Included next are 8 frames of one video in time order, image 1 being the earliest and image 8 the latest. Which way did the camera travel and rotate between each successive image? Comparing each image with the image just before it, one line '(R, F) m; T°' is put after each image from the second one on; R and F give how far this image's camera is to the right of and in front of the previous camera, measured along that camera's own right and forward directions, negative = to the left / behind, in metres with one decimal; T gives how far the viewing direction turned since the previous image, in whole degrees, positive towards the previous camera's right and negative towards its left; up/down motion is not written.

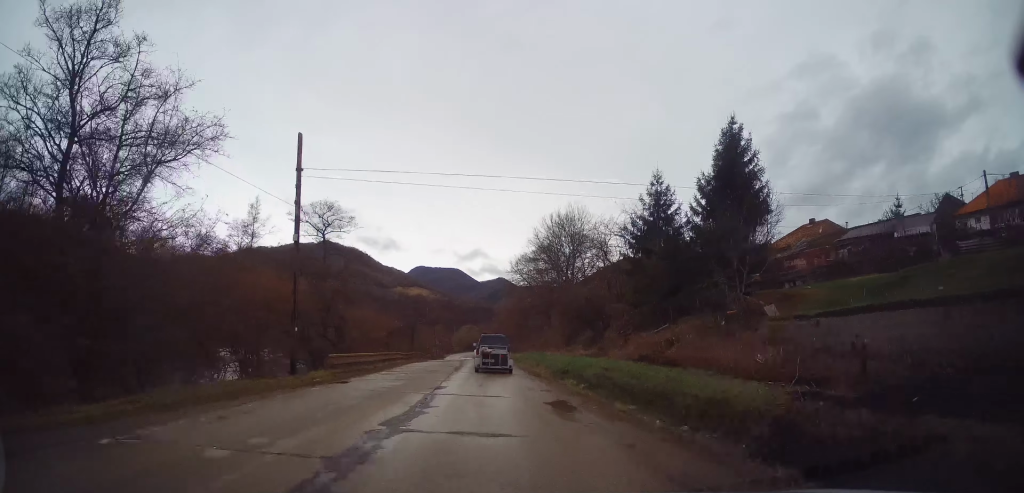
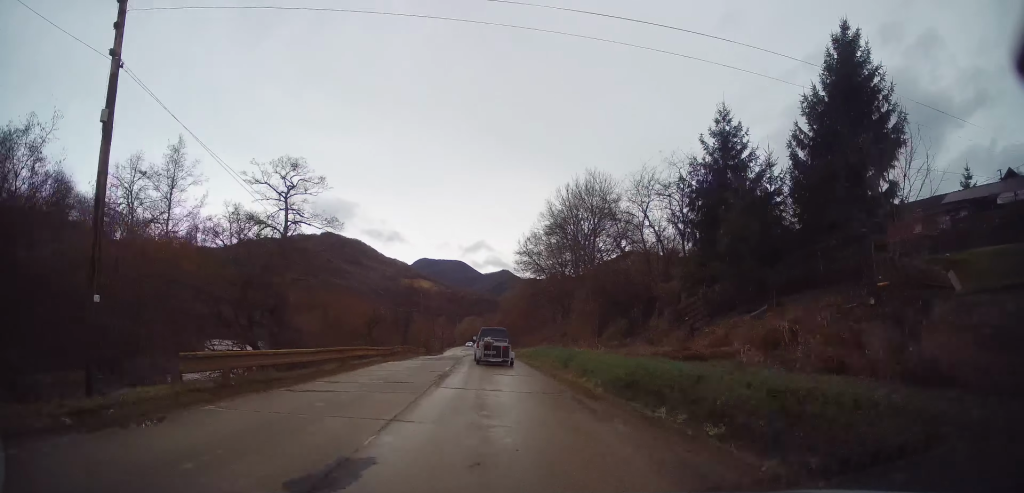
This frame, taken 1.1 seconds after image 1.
(-0.4, +10.7) m; -2°
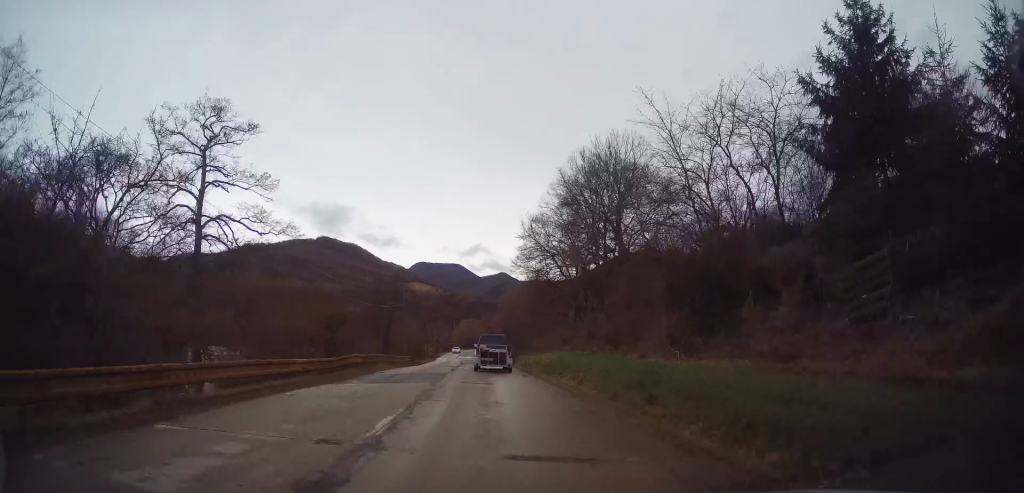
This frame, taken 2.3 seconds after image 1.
(0.0, +12.3) m; 0°
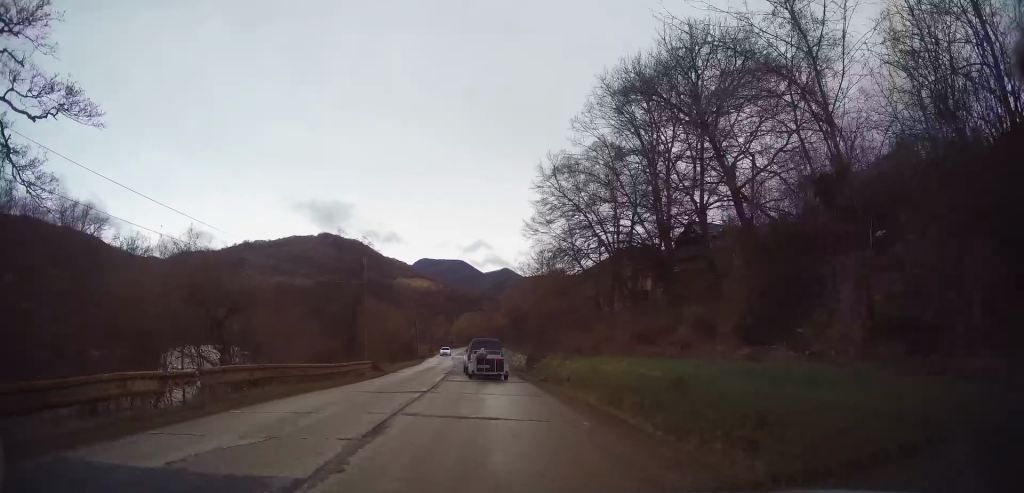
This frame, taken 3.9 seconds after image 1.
(-0.2, +16.8) m; -1°
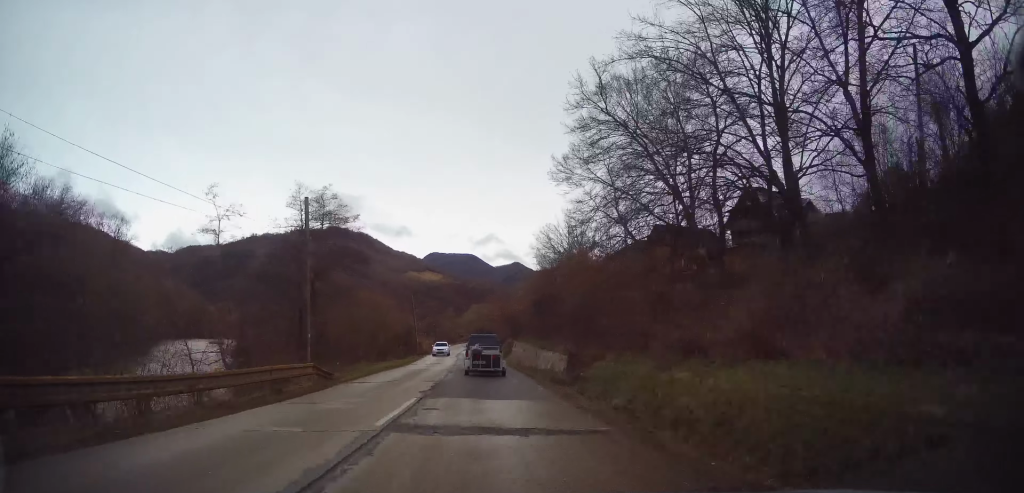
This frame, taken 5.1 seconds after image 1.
(+0.1, +12.8) m; +1°
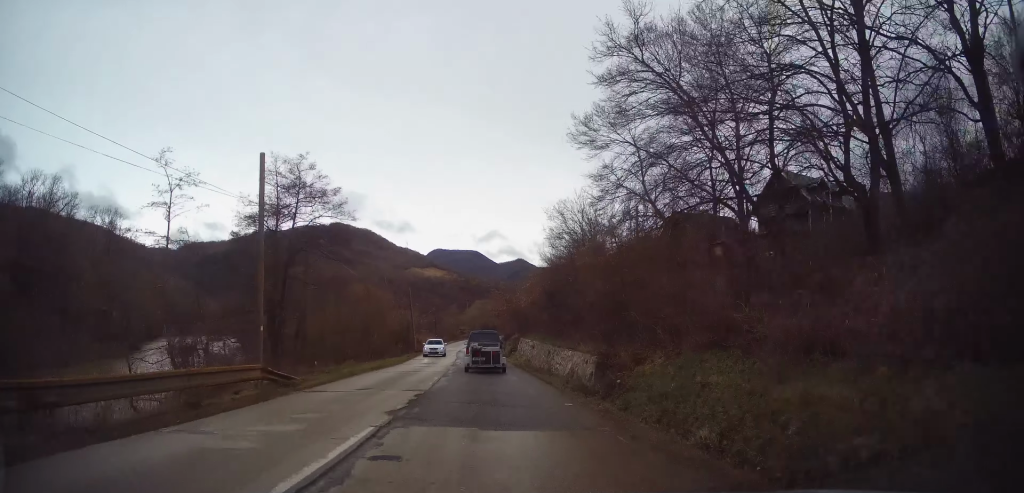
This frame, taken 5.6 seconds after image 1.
(0.0, +4.9) m; 0°
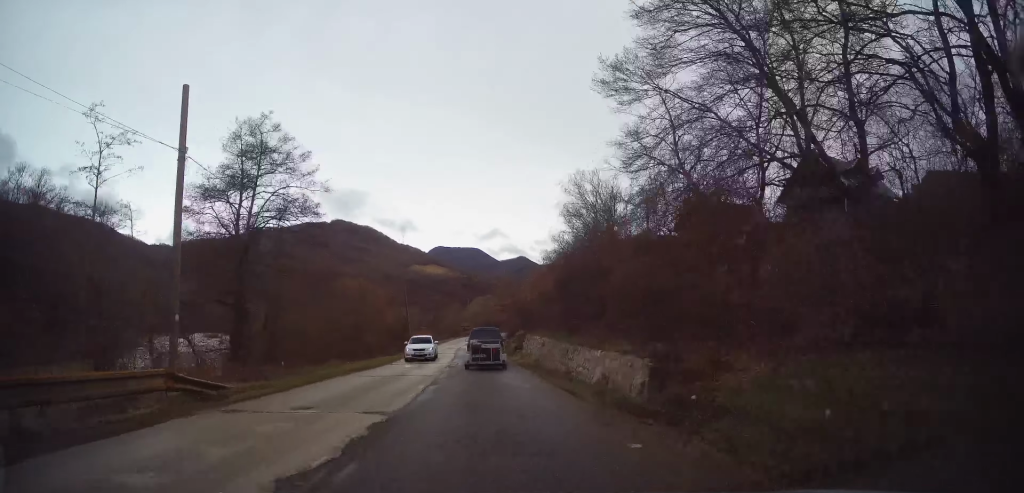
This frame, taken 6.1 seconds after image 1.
(0.0, +4.9) m; 0°
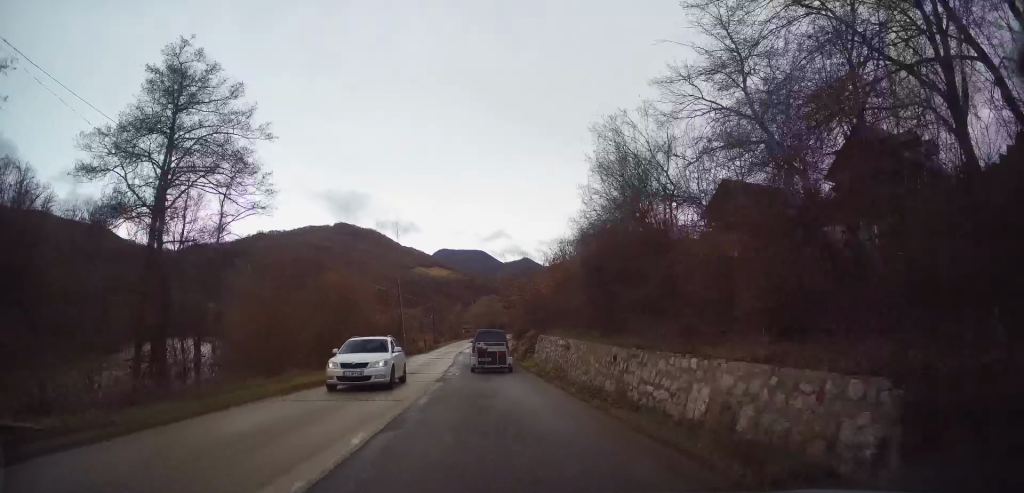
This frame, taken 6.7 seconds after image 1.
(0.0, +6.7) m; -1°
